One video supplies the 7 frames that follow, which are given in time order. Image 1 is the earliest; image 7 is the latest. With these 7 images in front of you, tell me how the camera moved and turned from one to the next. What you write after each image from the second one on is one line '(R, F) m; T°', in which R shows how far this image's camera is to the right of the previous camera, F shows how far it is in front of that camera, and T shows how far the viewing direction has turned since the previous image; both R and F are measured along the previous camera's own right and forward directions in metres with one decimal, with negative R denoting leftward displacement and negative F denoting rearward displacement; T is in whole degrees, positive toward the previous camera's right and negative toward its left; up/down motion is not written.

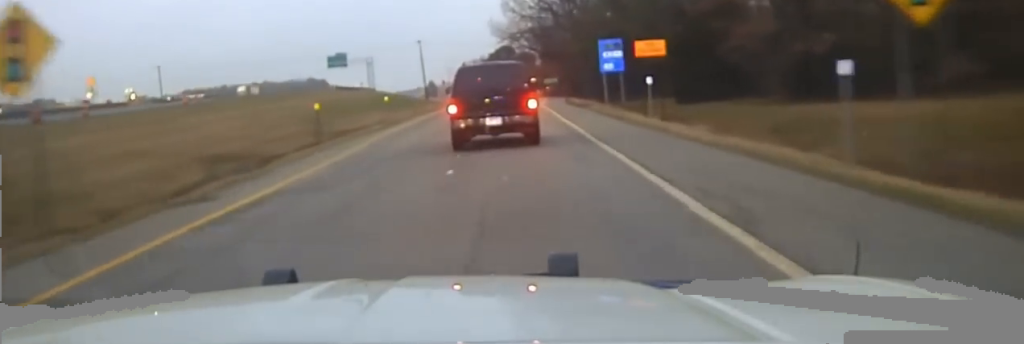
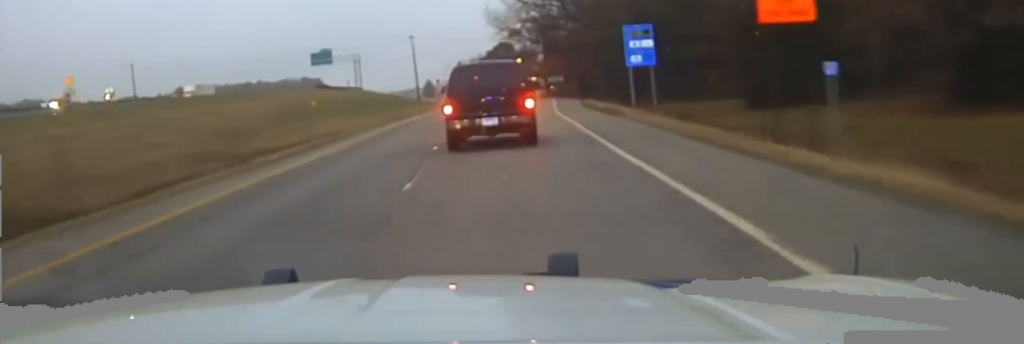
(-0.5, +17.4) m; 0°
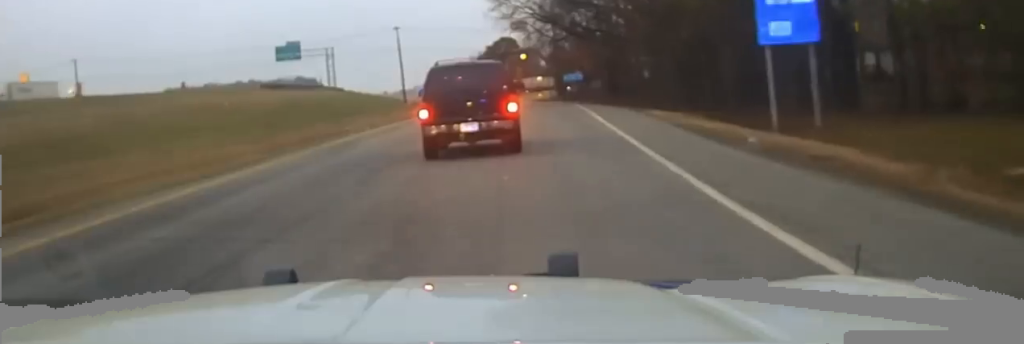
(+1.0, +33.3) m; 0°
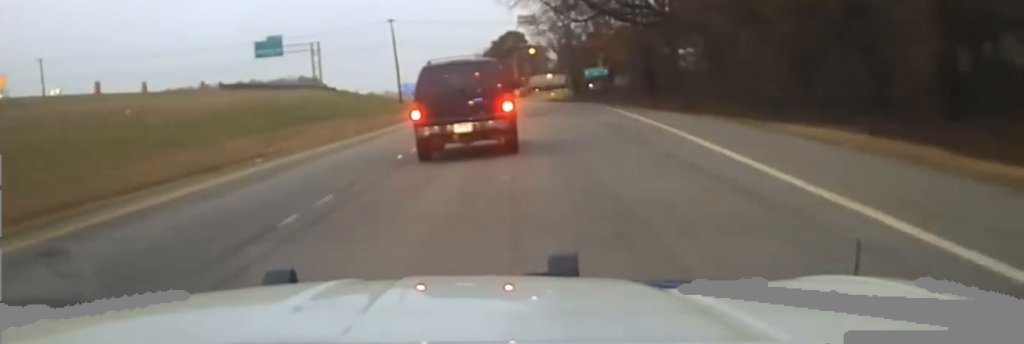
(-0.5, +19.2) m; 0°
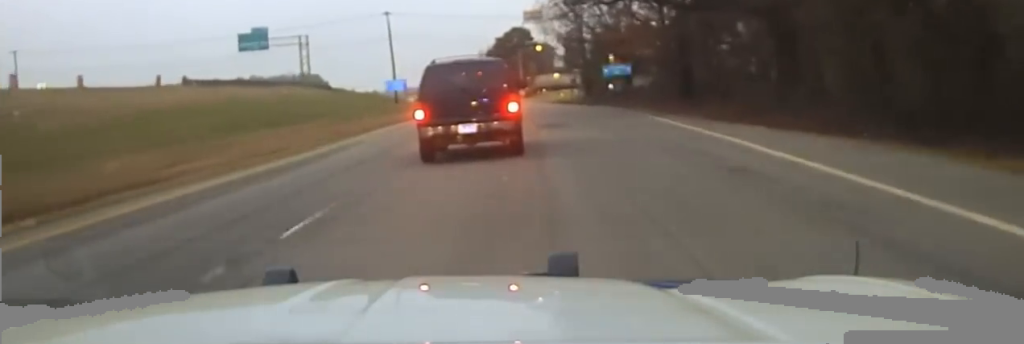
(+0.4, +13.0) m; 0°
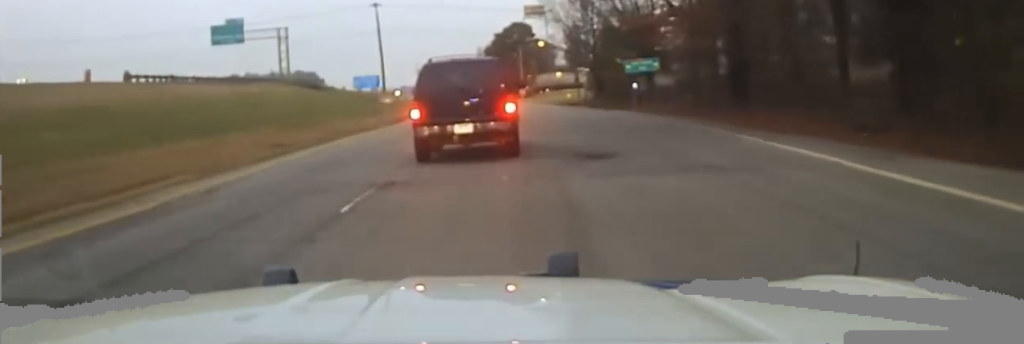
(-0.1, +13.2) m; -1°
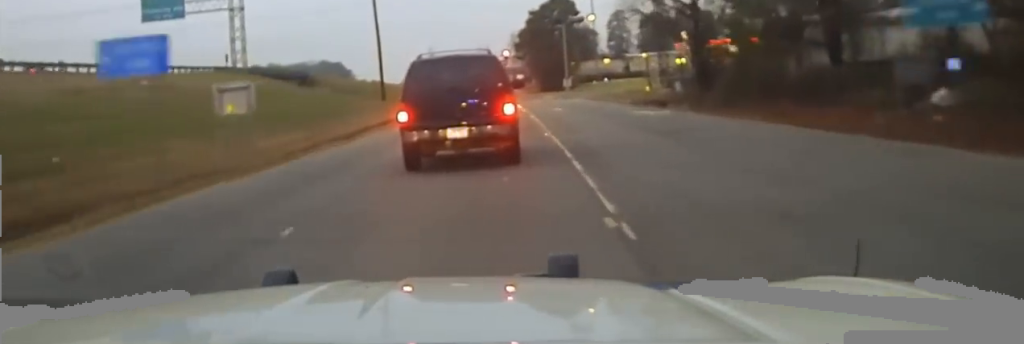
(-1.4, +35.7) m; -3°
